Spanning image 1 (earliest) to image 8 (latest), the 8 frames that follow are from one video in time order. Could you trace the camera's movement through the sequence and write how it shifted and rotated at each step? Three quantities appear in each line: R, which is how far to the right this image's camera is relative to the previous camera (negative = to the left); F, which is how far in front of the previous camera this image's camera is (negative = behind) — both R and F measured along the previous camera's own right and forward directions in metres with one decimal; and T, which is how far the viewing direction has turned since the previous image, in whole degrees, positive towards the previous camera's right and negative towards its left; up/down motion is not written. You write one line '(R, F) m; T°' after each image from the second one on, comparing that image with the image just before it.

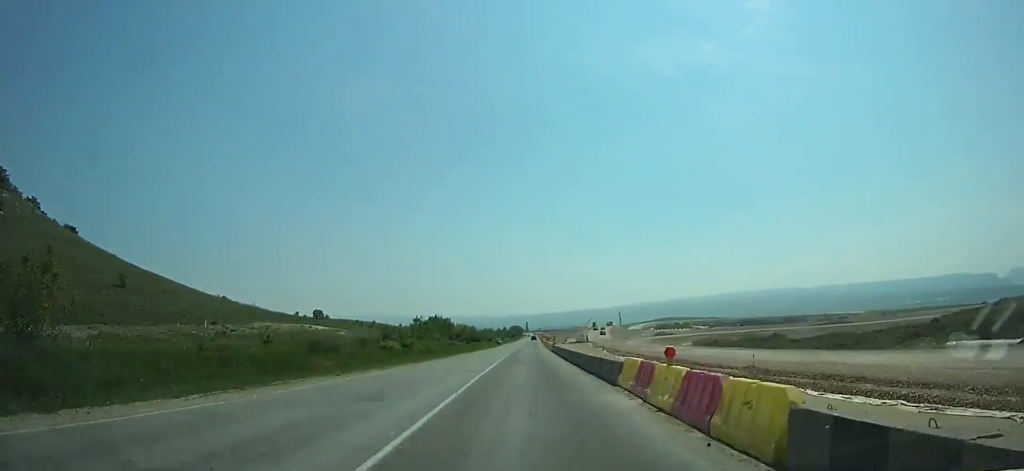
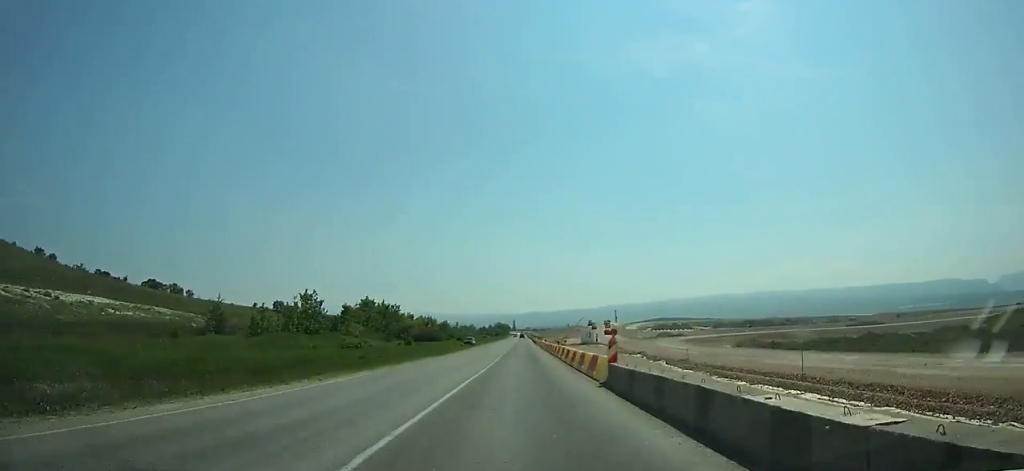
(+0.3, +40.8) m; +1°
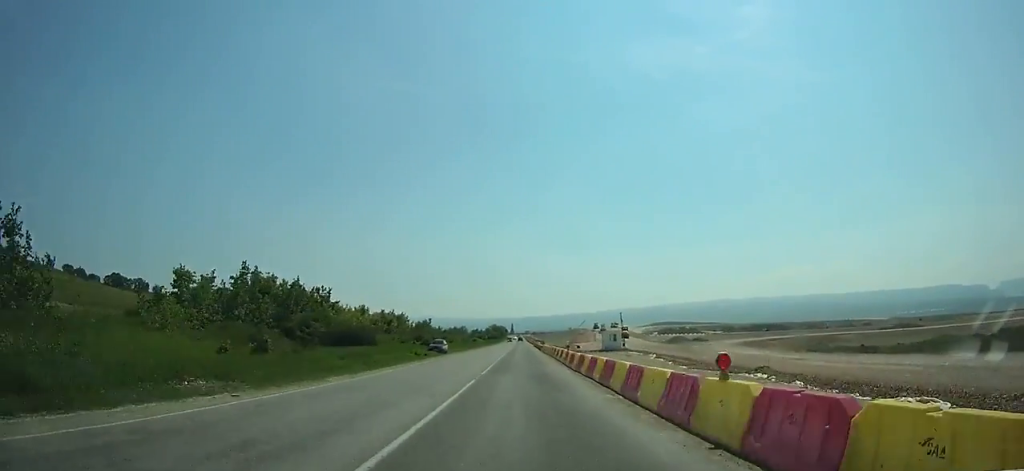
(+0.1, +30.8) m; +1°
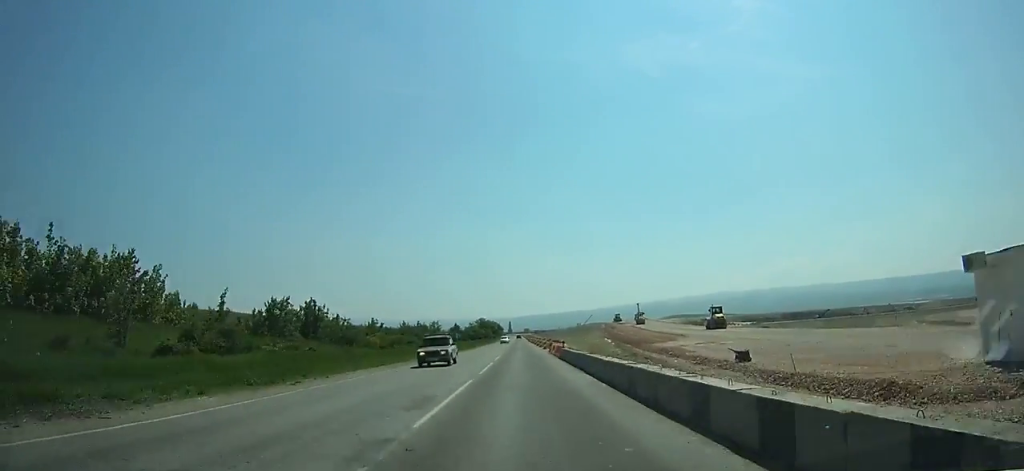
(+0.5, +72.1) m; 0°
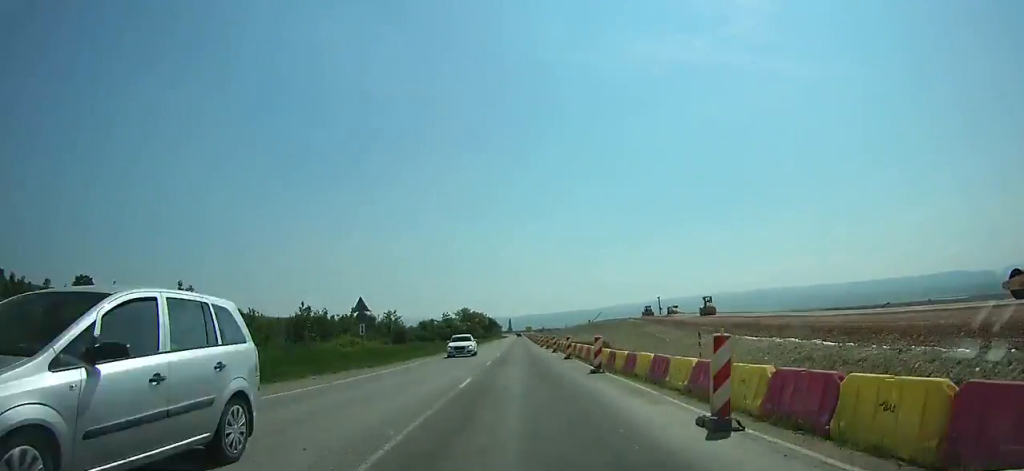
(0.0, +54.7) m; 0°
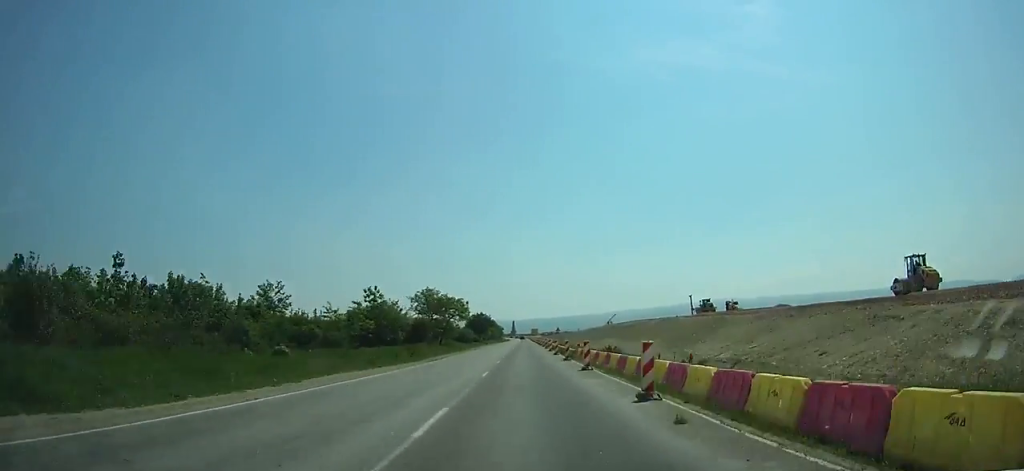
(-0.2, +55.3) m; 0°
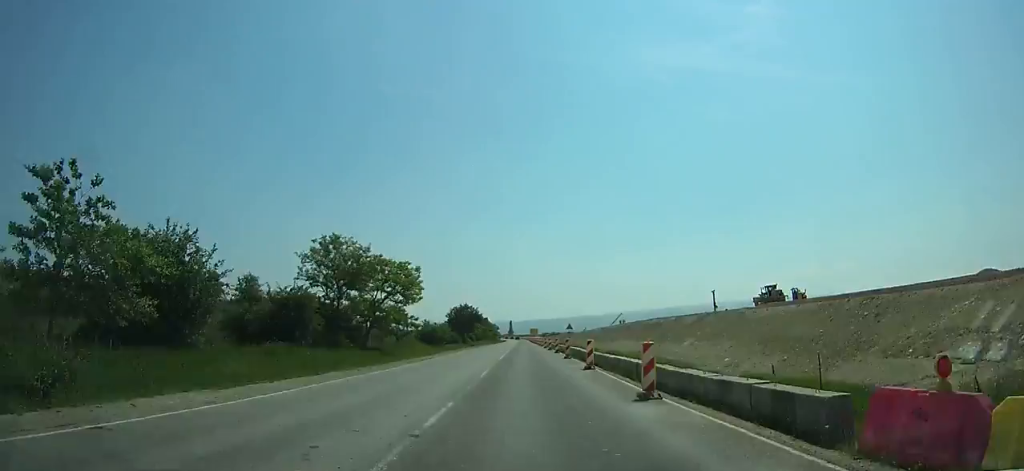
(-0.2, +35.8) m; 0°
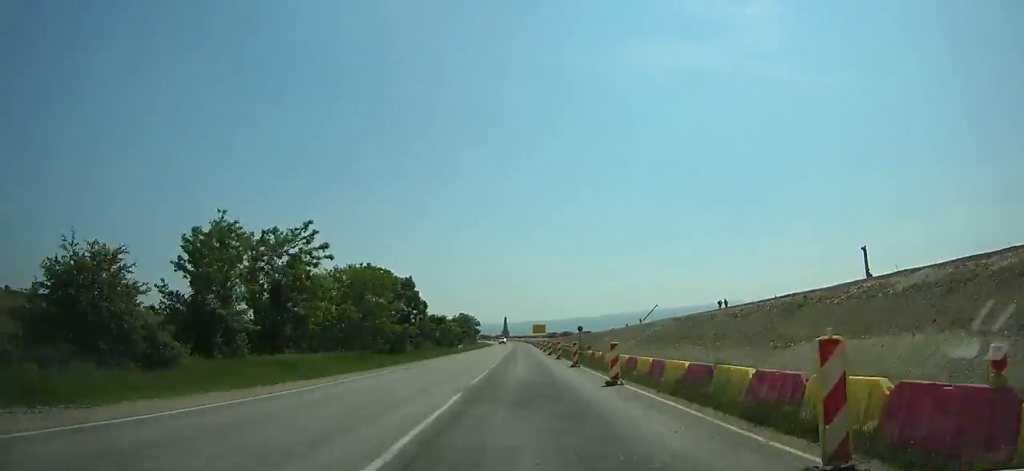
(+0.2, +114.3) m; 0°
